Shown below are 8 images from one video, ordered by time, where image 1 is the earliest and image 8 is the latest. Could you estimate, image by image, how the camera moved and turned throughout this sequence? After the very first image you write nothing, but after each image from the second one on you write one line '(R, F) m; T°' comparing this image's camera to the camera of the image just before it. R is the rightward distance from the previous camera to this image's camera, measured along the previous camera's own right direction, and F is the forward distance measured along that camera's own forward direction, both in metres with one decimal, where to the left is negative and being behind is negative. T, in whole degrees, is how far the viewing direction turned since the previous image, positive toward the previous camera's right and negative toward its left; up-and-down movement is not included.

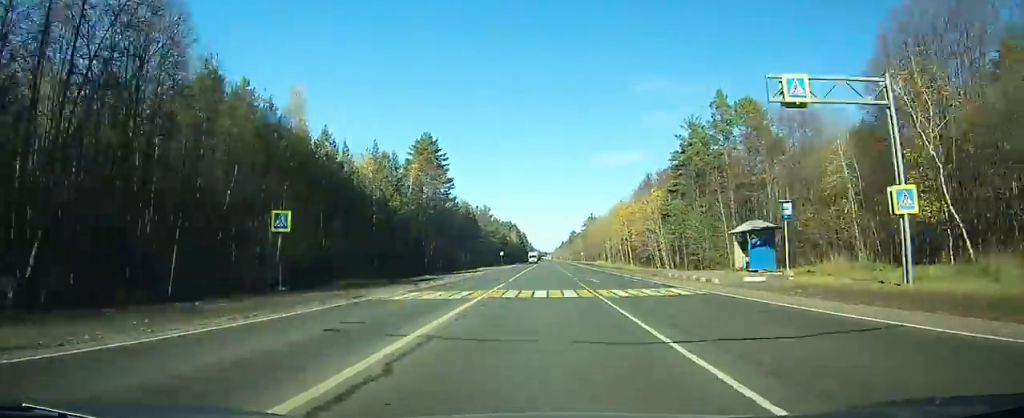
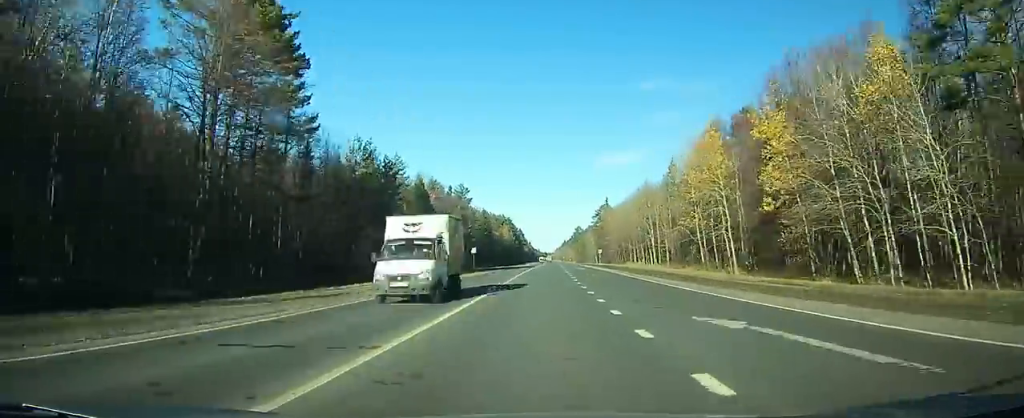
(+0.2, +65.7) m; 0°
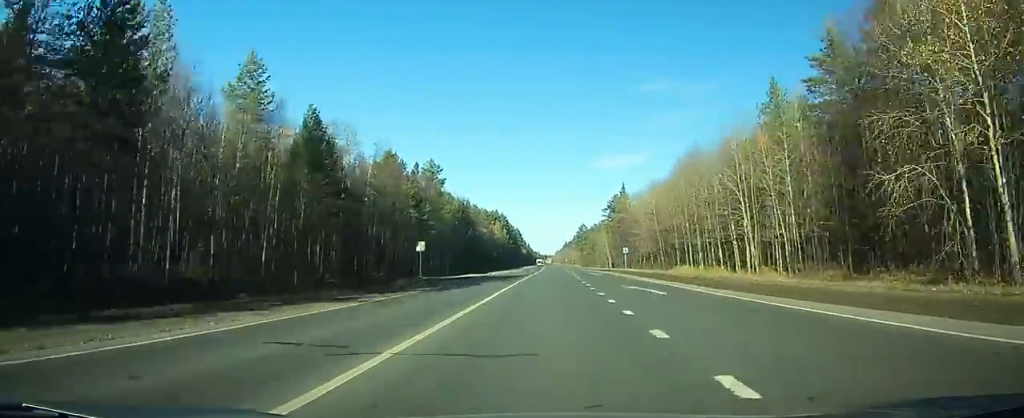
(-0.1, +43.8) m; 0°
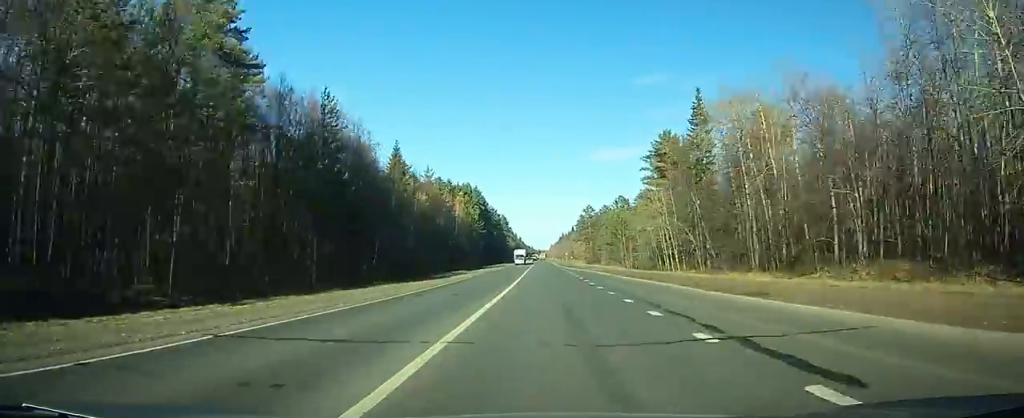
(0.0, +84.3) m; 0°
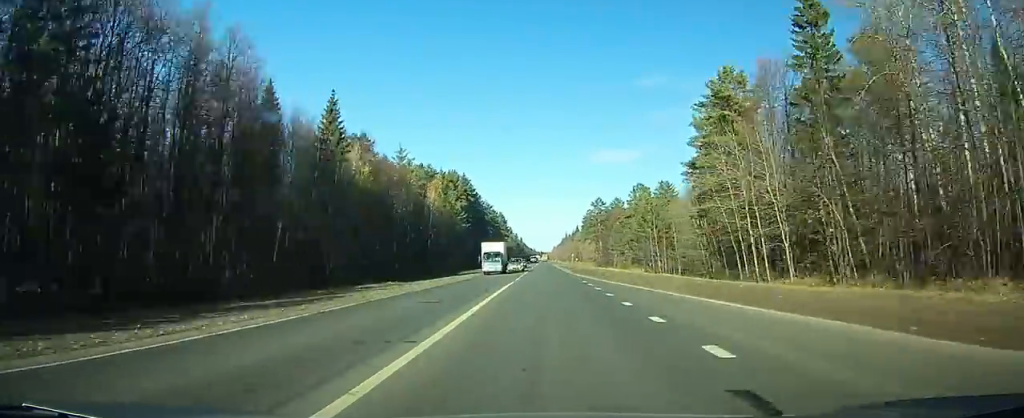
(+0.1, +33.1) m; 0°
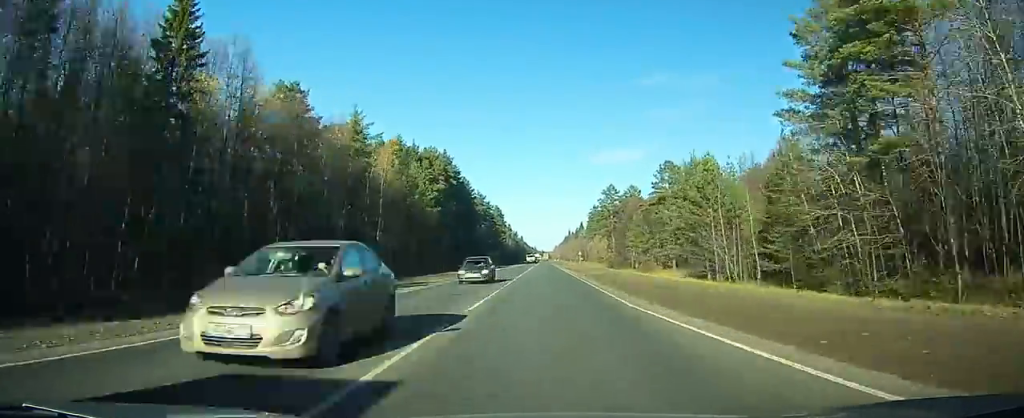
(0.0, +33.1) m; 0°
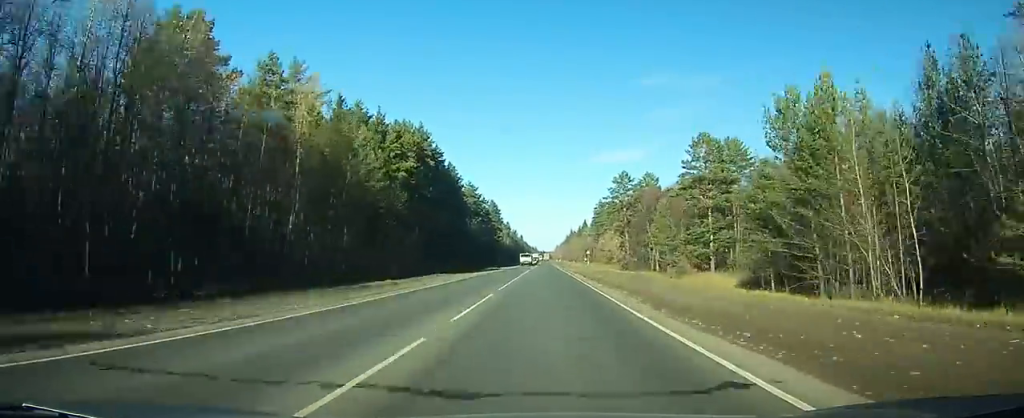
(-0.1, +25.8) m; 0°
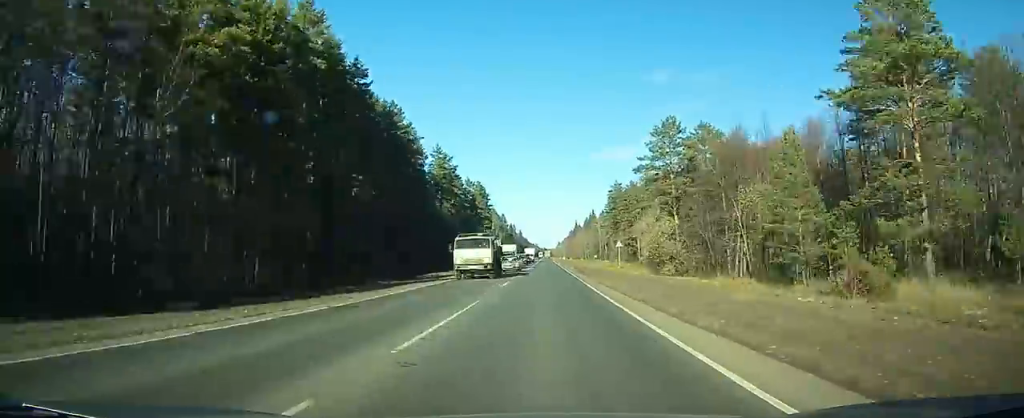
(-0.2, +51.7) m; 0°
